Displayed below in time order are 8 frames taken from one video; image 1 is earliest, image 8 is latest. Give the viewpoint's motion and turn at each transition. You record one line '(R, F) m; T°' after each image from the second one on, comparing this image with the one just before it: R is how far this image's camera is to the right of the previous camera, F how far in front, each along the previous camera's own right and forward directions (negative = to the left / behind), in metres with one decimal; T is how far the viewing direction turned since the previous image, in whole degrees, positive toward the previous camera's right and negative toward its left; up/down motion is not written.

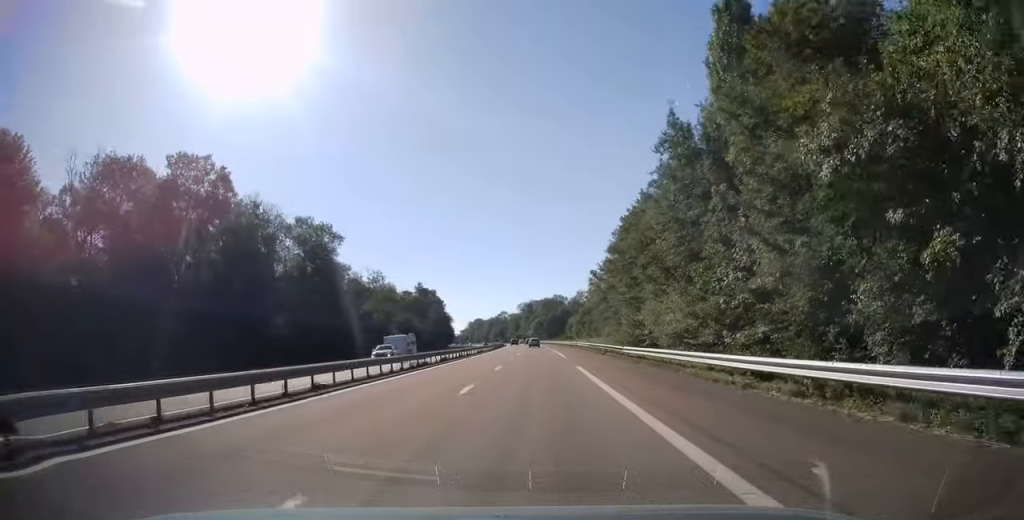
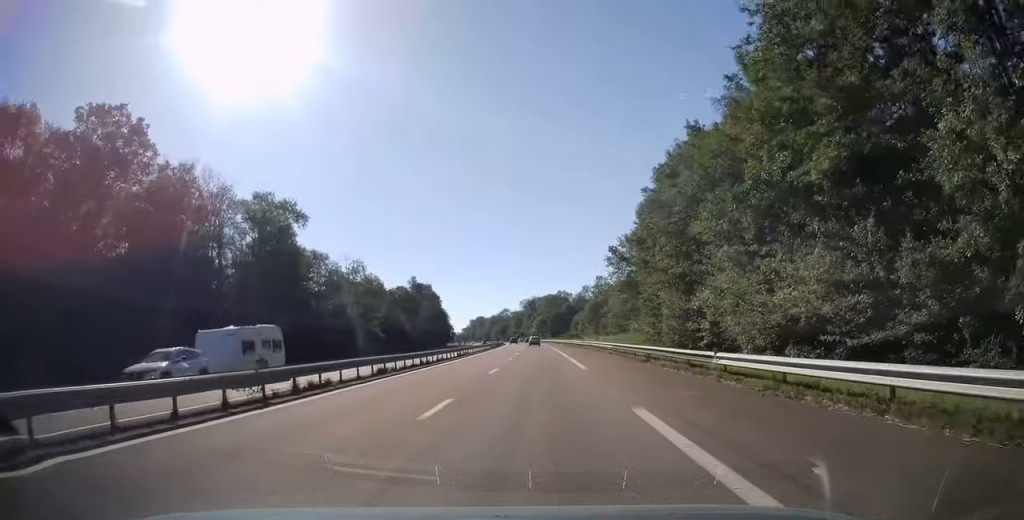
(0.0, +17.6) m; 0°
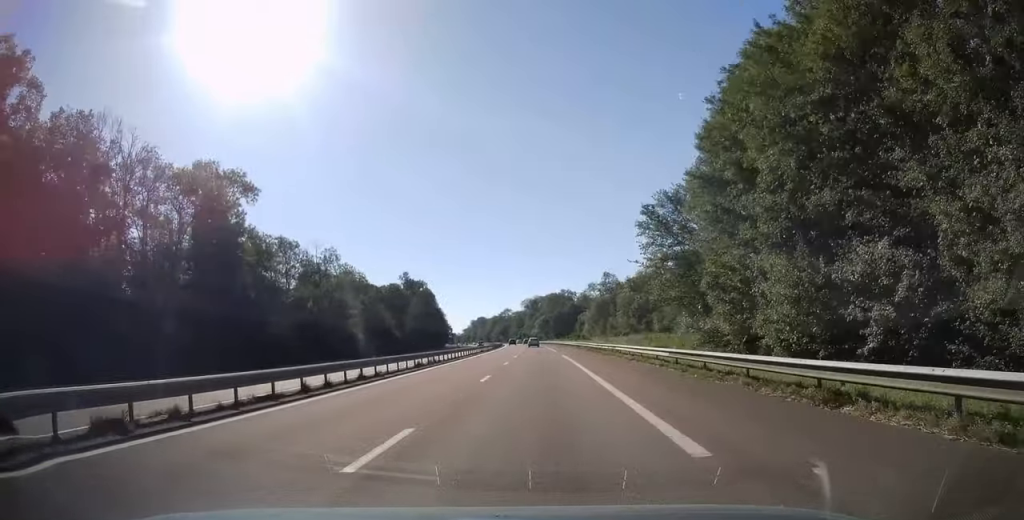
(-0.2, +17.6) m; 0°
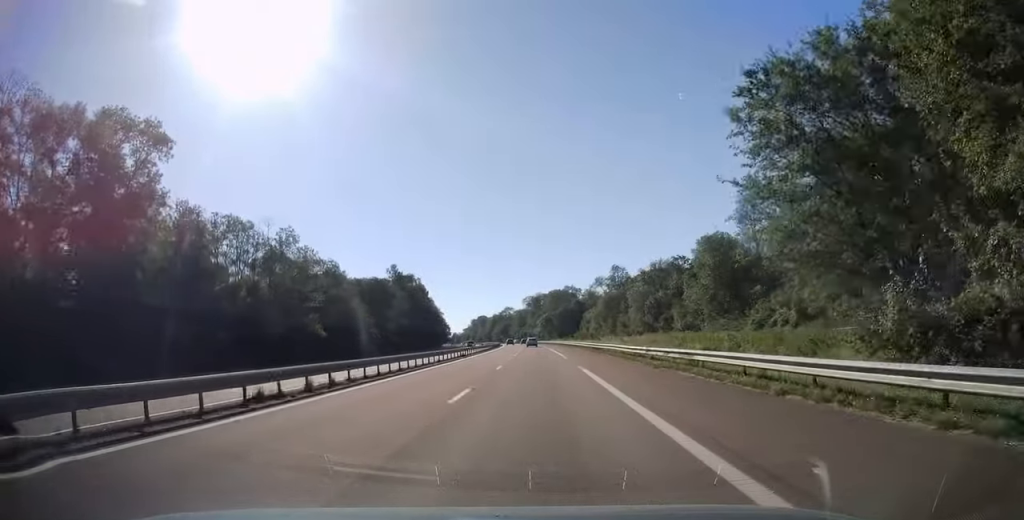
(0.0, +19.7) m; 0°
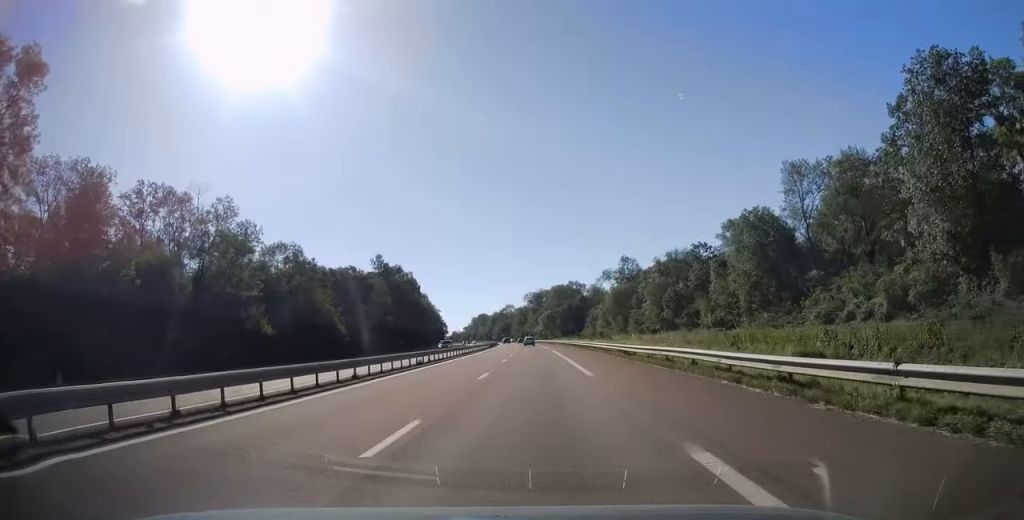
(+0.2, +19.2) m; 0°
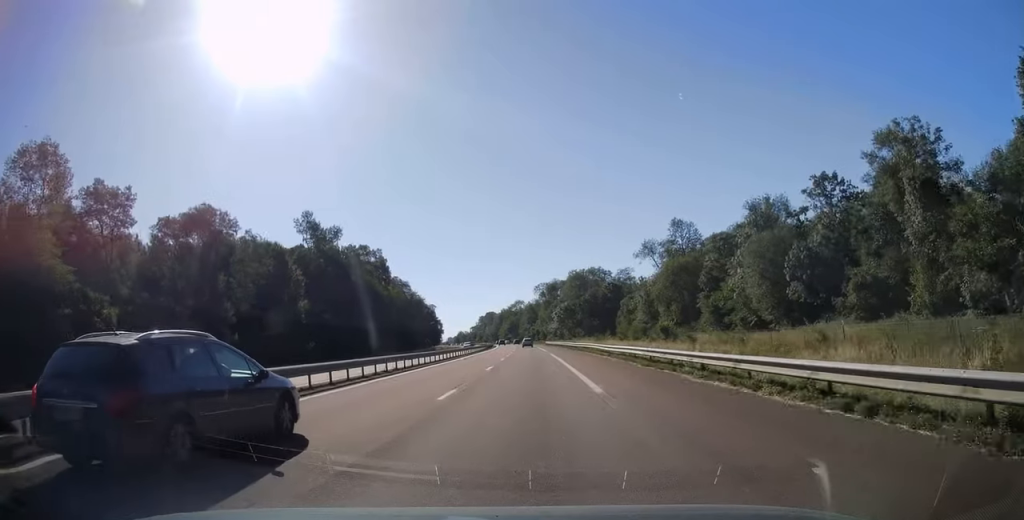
(-0.7, +58.5) m; -1°
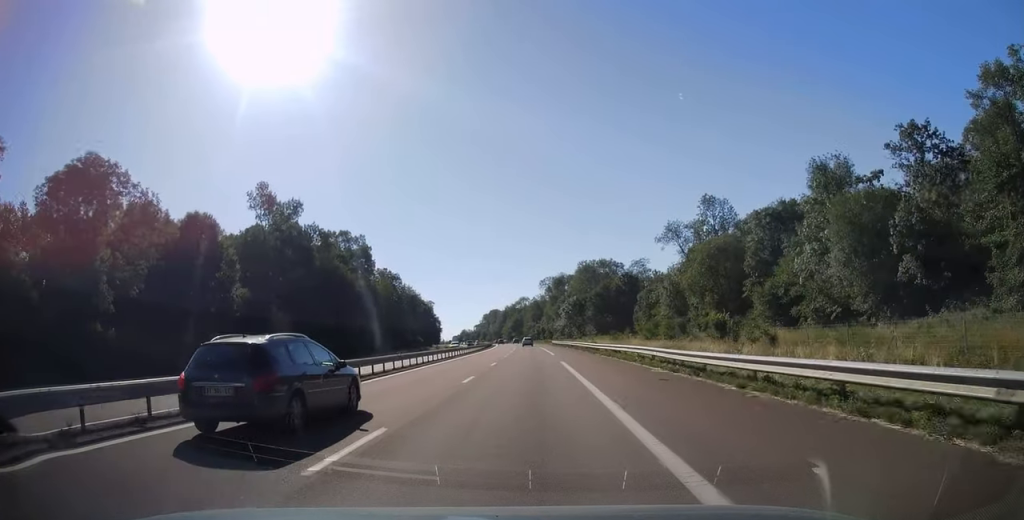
(-0.2, +20.7) m; -1°
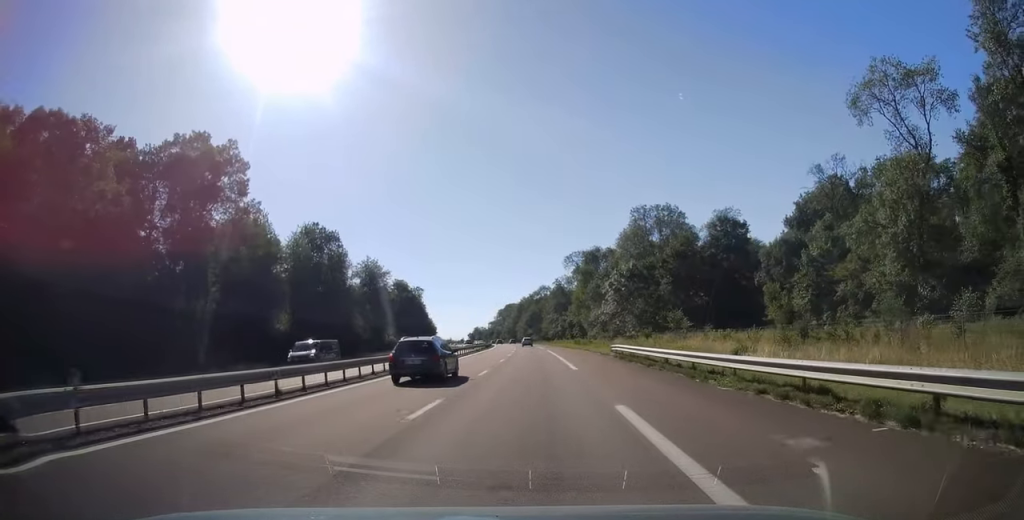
(-1.5, +72.9) m; -2°
